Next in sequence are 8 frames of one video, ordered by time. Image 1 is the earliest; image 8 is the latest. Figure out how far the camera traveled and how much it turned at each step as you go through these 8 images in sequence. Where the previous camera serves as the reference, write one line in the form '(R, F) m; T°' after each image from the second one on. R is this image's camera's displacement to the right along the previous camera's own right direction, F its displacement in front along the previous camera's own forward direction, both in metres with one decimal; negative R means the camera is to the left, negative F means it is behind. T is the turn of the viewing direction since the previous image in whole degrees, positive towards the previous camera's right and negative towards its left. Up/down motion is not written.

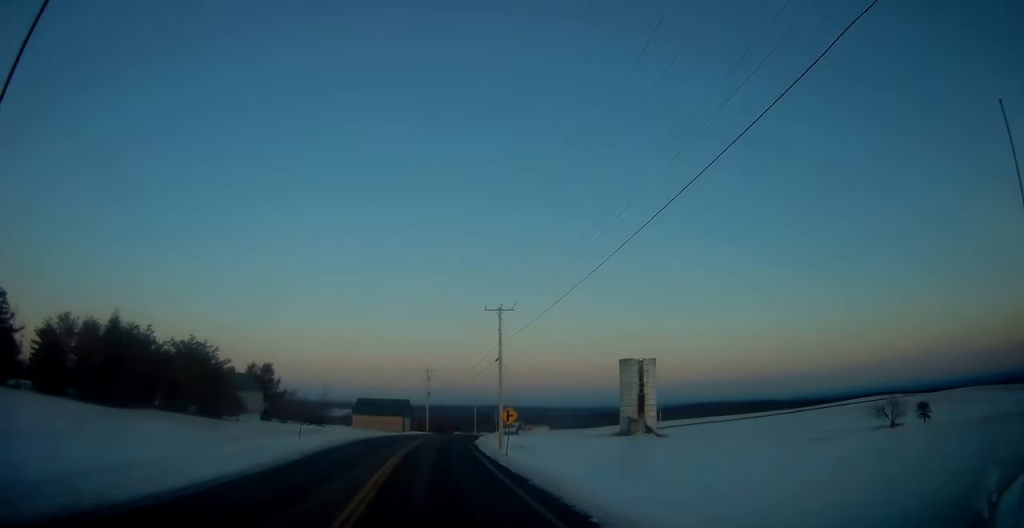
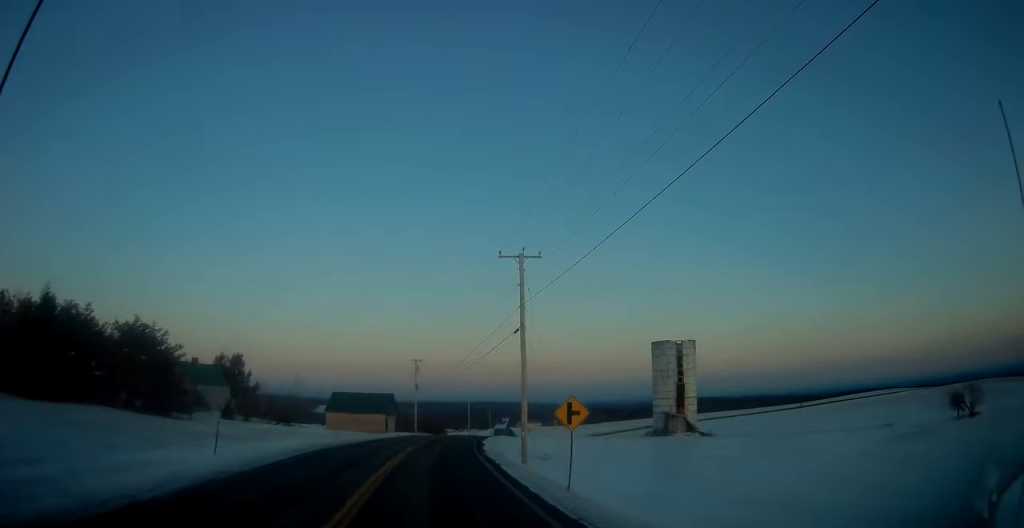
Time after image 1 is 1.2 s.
(0.0, +15.3) m; +1°
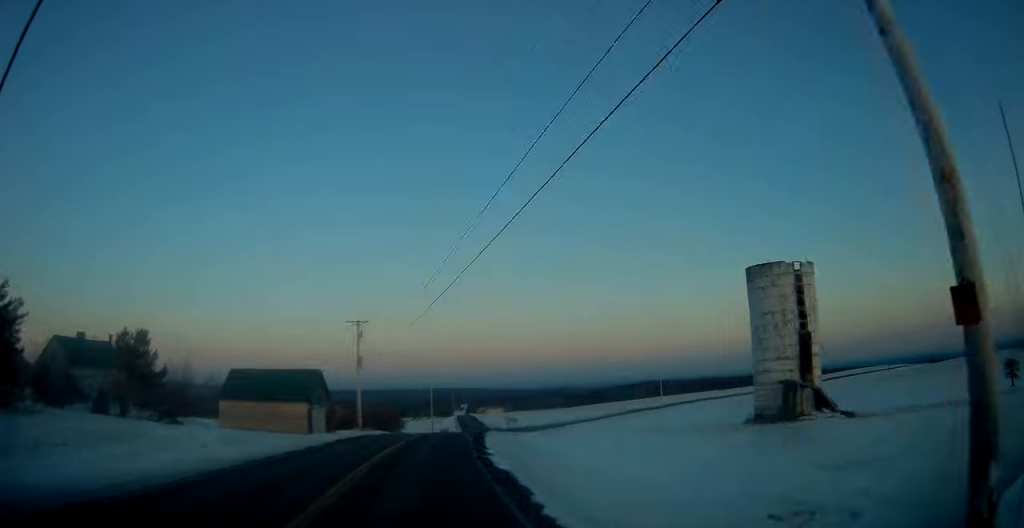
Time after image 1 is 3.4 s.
(+0.9, +27.9) m; +3°
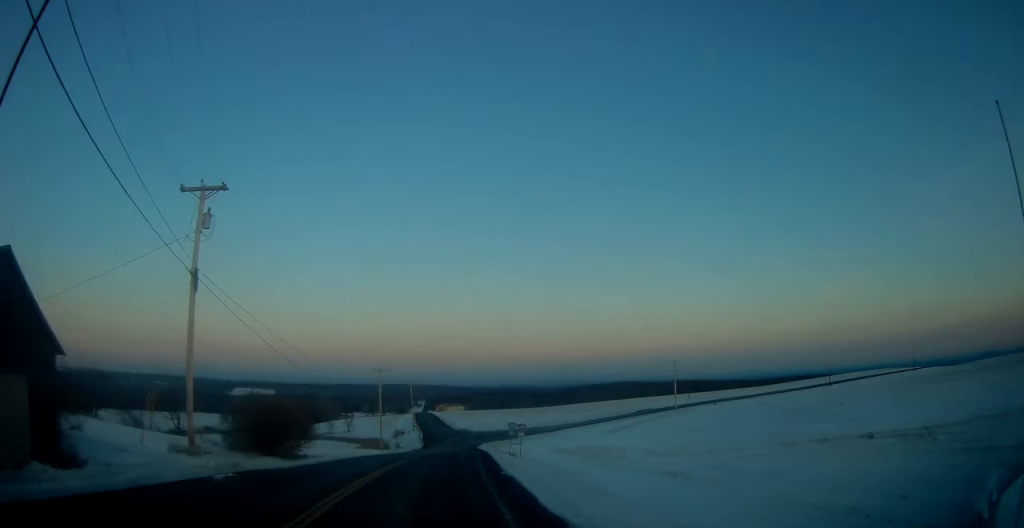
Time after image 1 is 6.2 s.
(+1.3, +35.0) m; +4°
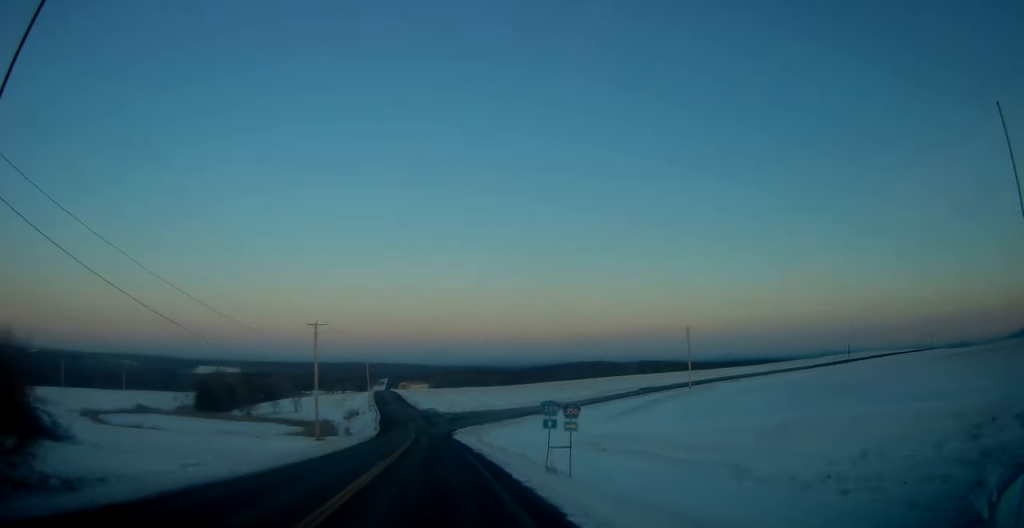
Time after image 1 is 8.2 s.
(+0.7, +24.4) m; +2°
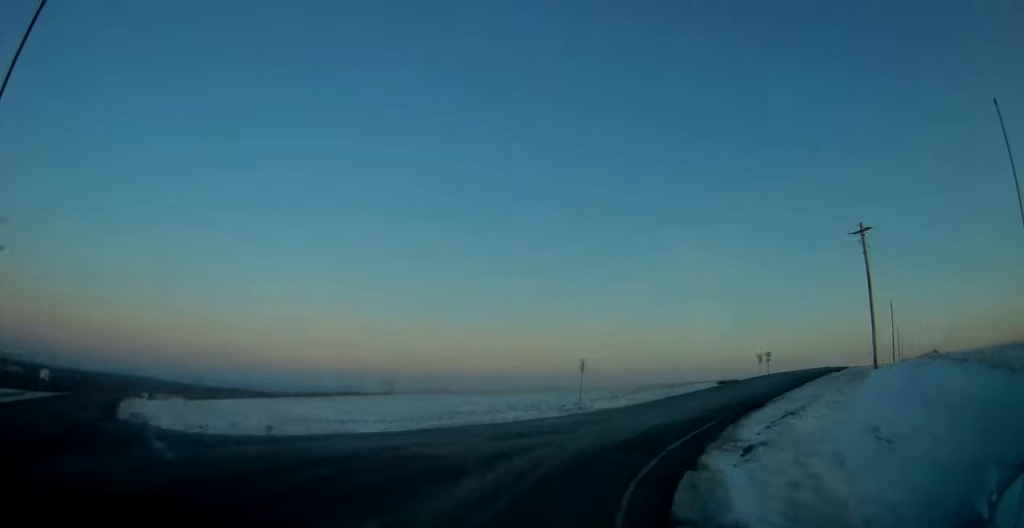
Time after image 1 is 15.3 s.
(+13.1, +78.5) m; +44°
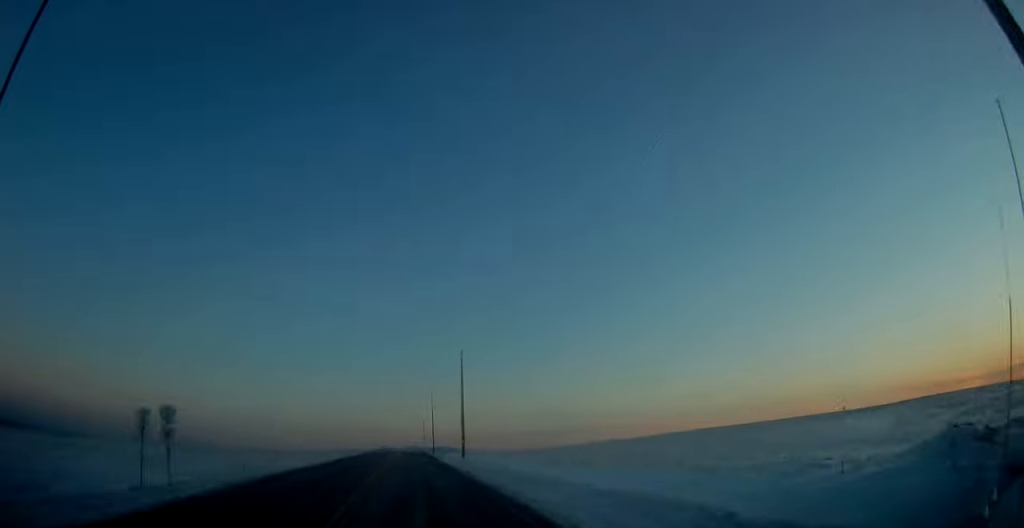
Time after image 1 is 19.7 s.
(+20.3, +43.6) m; +32°
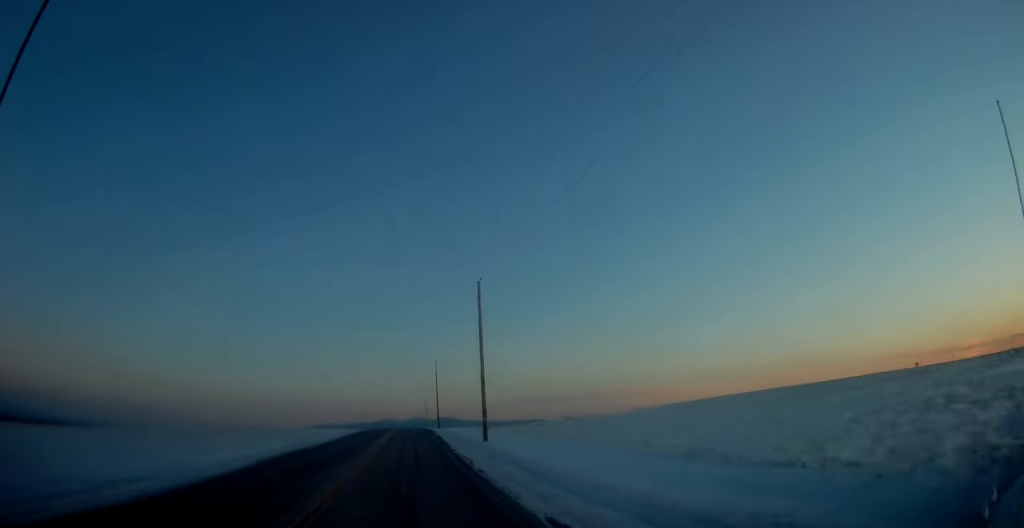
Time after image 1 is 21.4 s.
(+0.8, +19.3) m; +2°
